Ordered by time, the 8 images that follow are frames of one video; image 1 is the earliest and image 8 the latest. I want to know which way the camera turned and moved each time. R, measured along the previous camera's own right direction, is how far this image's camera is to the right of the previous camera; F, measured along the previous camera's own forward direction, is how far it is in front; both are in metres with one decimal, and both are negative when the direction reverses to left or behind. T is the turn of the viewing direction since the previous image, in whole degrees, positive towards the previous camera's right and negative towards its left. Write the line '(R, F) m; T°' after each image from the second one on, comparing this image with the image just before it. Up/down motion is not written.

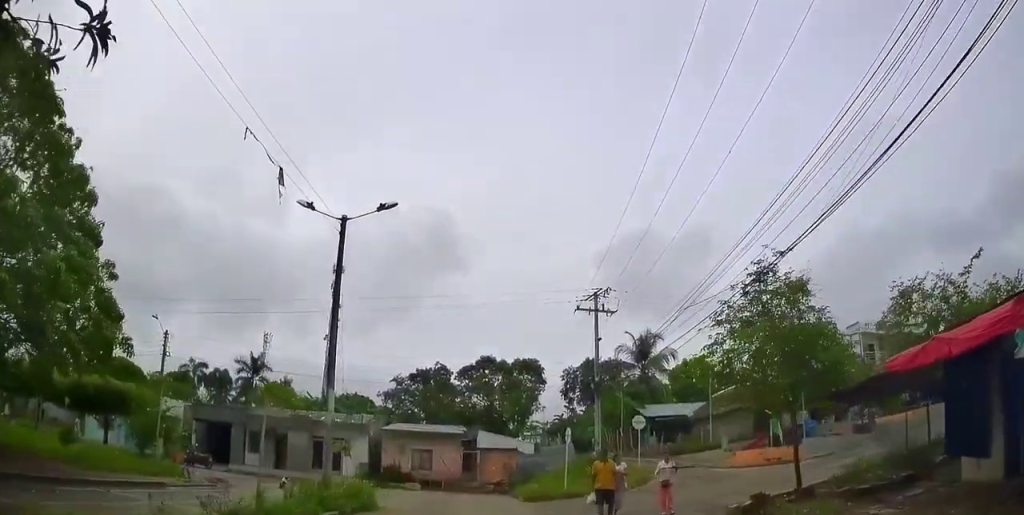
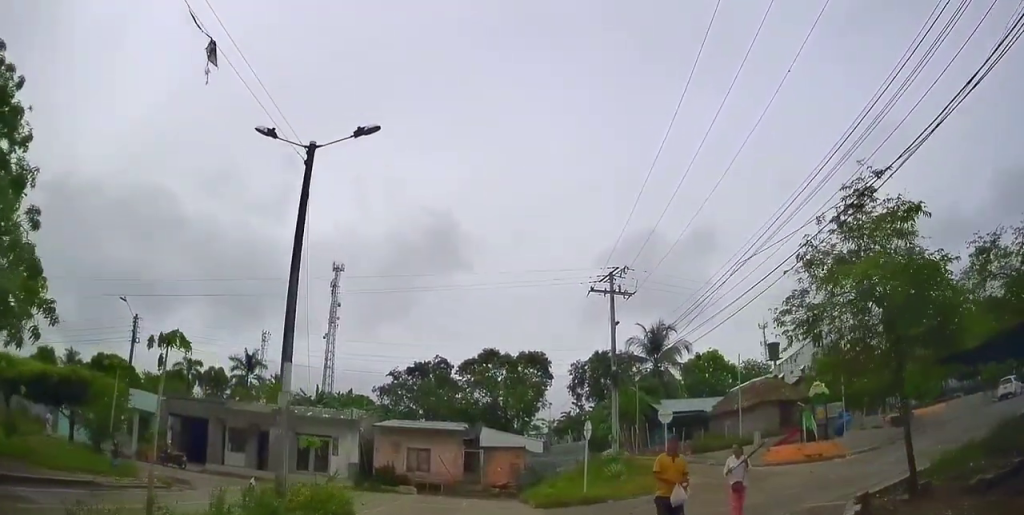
(-0.1, +3.8) m; -1°
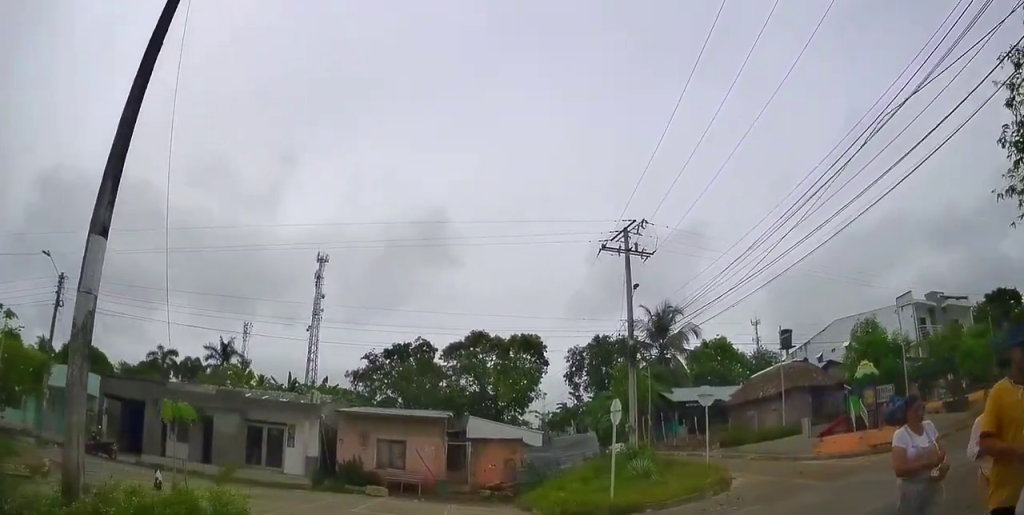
(0.0, +6.4) m; -1°
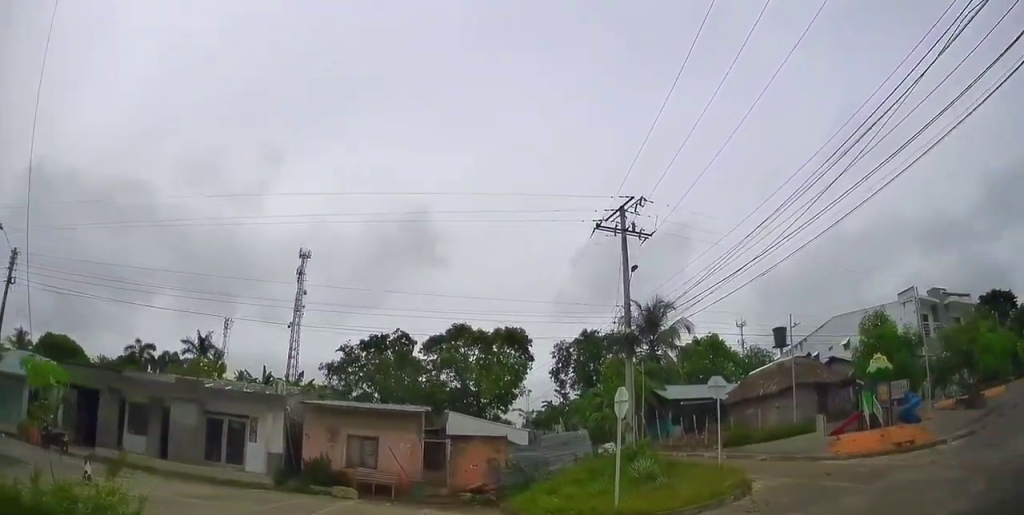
(0.0, +2.9) m; -1°
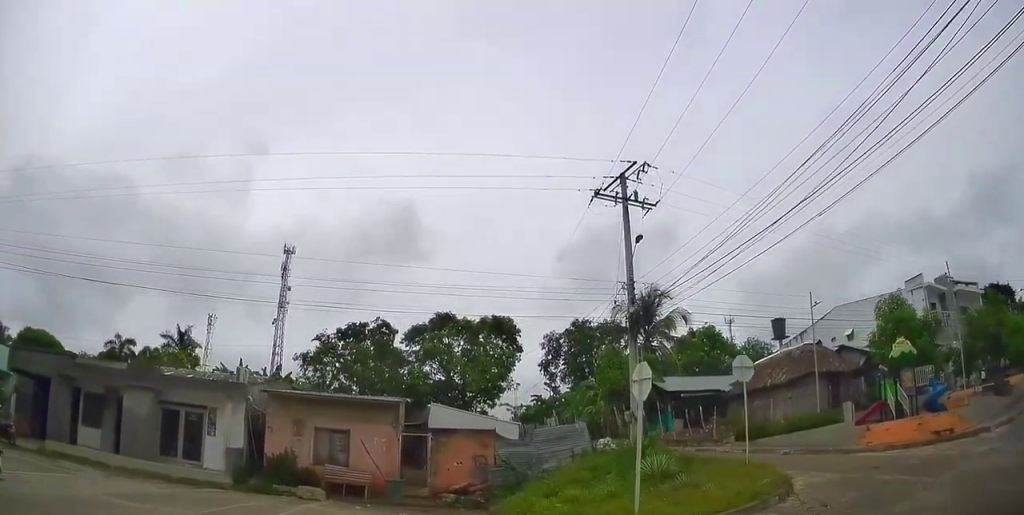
(-0.1, +3.3) m; -2°
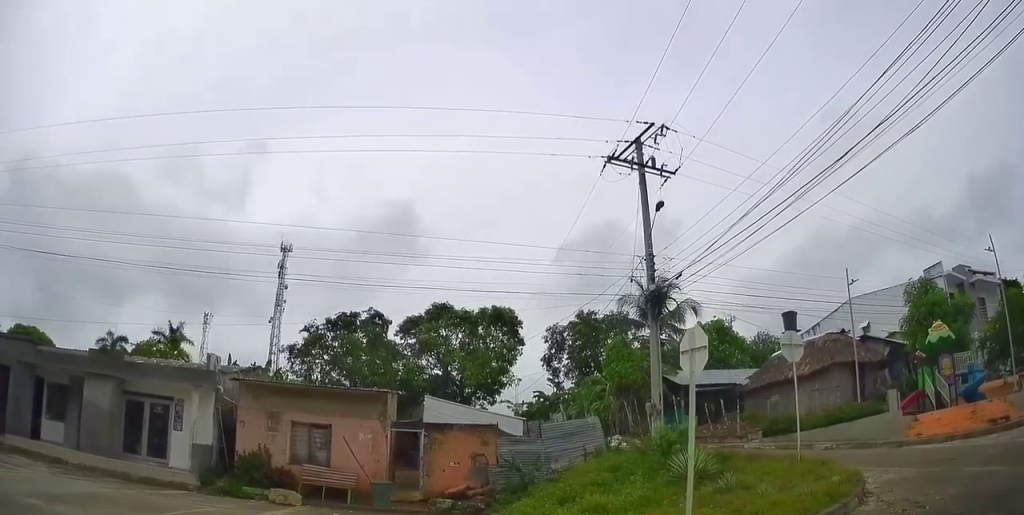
(0.0, +3.0) m; +7°
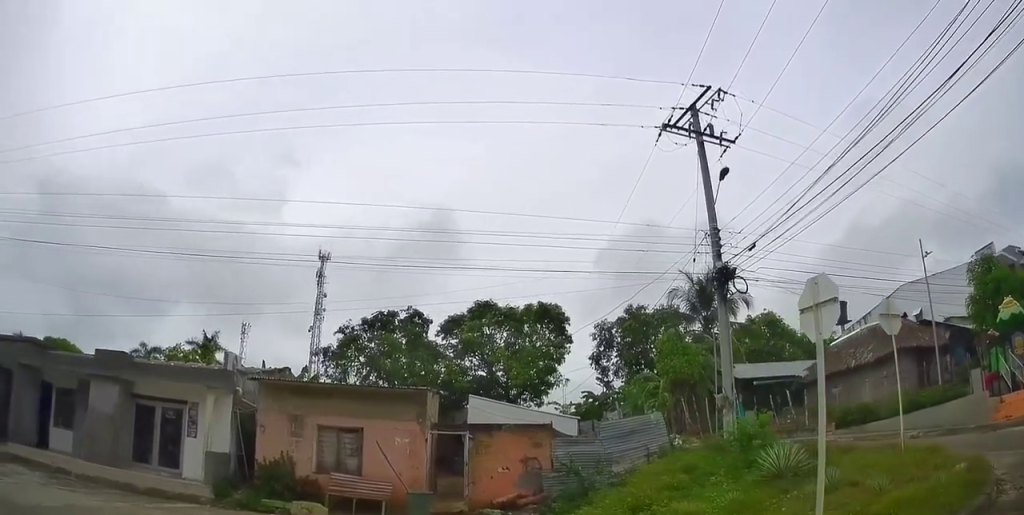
(+0.3, +2.2) m; 0°
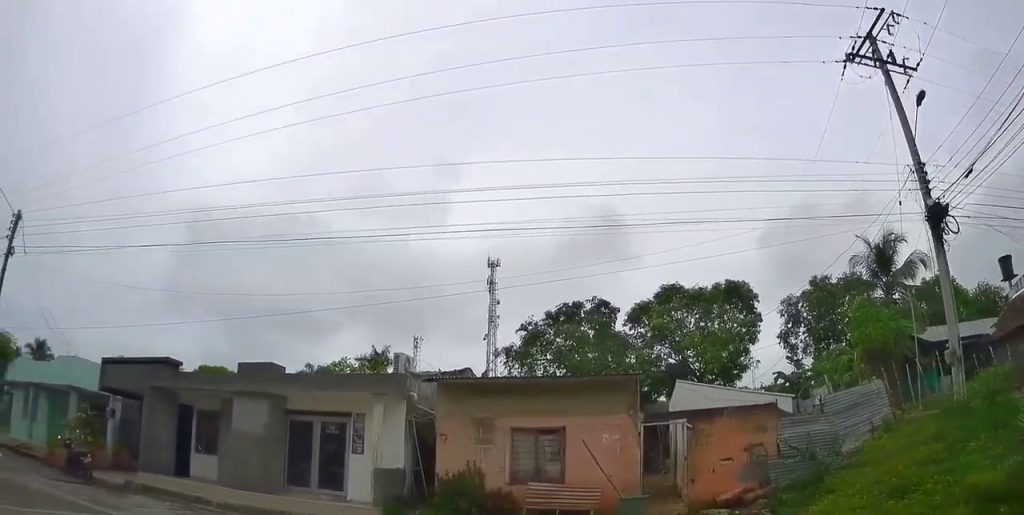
(-0.1, +2.5) m; -7°
